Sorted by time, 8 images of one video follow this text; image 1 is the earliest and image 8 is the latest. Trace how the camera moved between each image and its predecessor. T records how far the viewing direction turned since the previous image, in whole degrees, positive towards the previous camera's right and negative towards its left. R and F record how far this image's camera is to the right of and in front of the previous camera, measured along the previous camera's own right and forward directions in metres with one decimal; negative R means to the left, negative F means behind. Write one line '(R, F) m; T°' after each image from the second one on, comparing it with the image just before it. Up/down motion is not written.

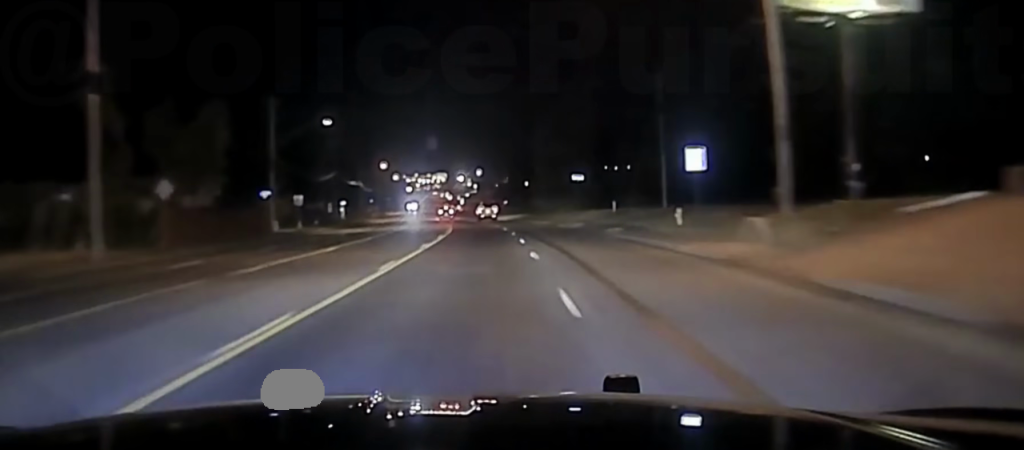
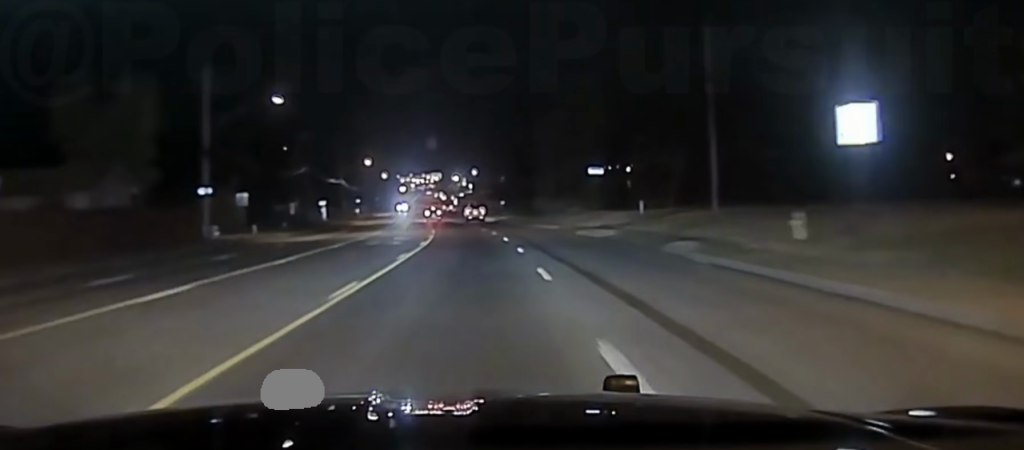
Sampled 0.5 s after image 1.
(+0.3, +17.3) m; 0°
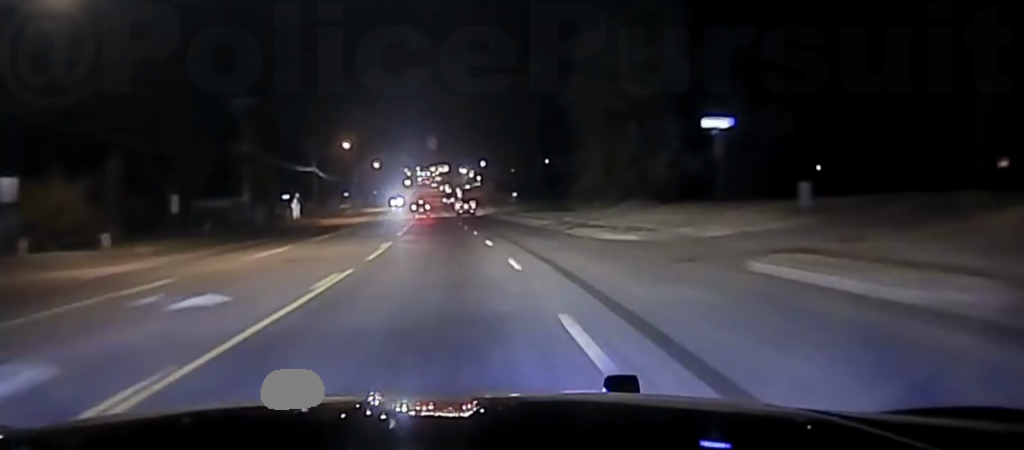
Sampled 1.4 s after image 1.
(+0.3, +35.7) m; -1°
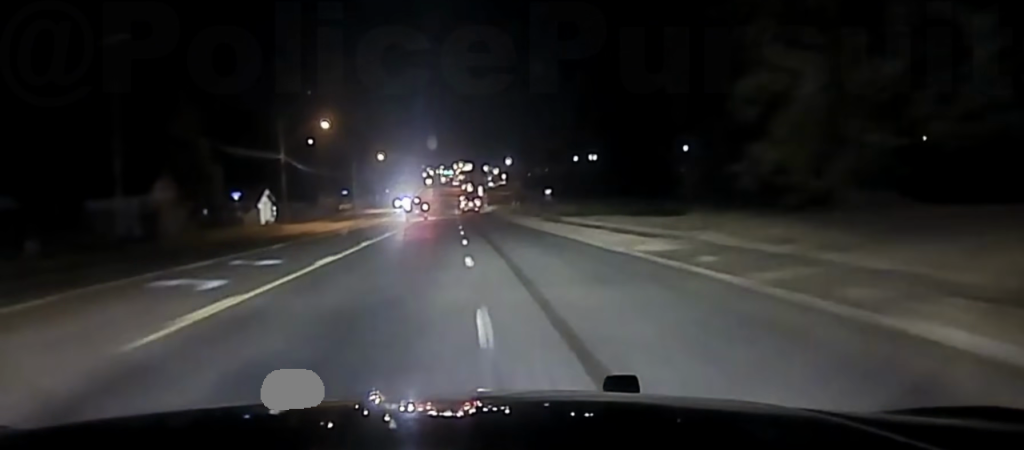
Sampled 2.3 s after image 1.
(-0.7, +35.9) m; -1°
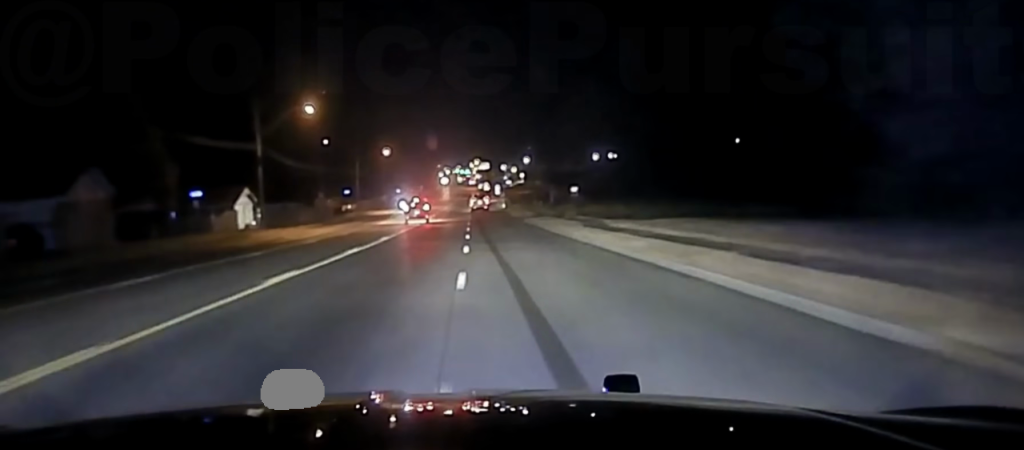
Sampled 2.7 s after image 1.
(0.0, +17.7) m; 0°
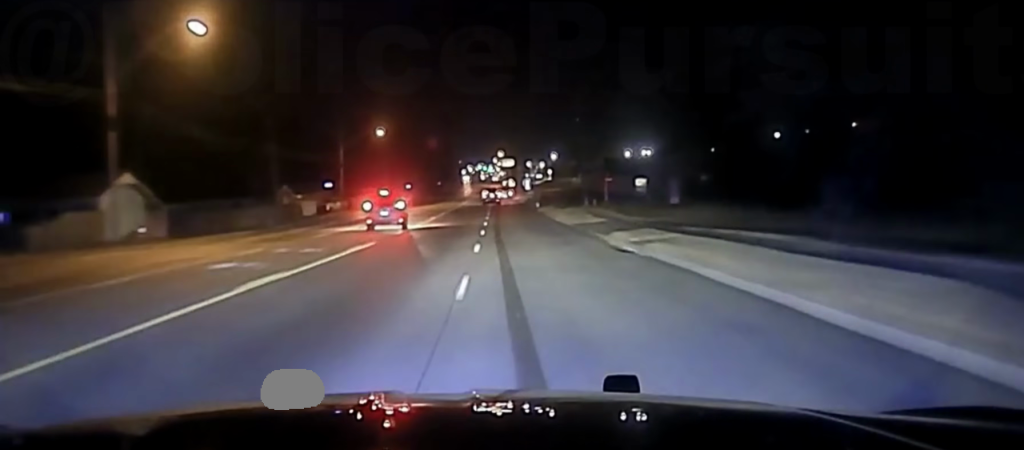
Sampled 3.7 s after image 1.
(-0.3, +39.1) m; -1°
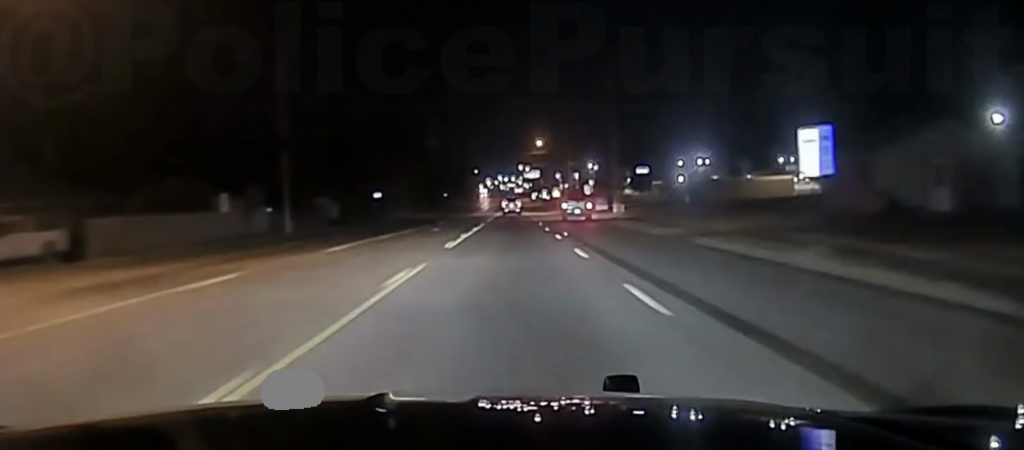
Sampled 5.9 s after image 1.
(-0.7, +98.6) m; 0°
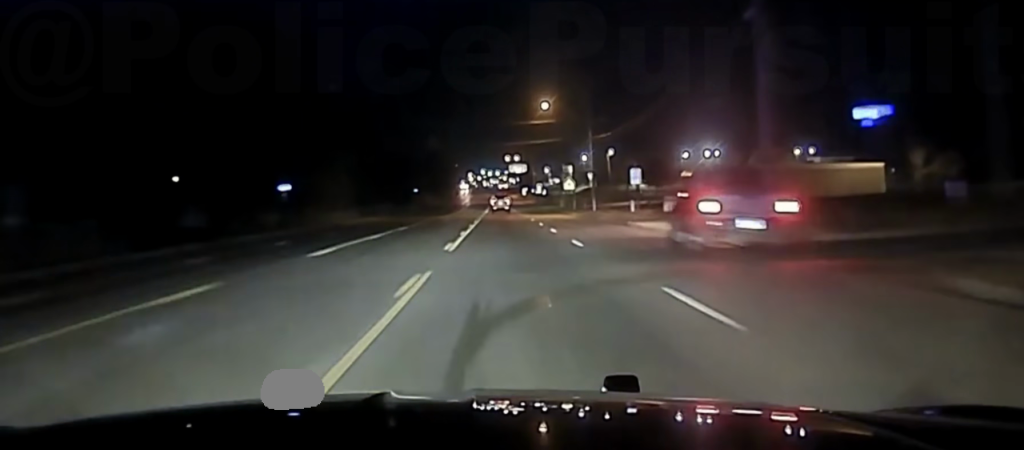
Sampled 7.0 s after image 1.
(+0.4, +49.3) m; +1°
